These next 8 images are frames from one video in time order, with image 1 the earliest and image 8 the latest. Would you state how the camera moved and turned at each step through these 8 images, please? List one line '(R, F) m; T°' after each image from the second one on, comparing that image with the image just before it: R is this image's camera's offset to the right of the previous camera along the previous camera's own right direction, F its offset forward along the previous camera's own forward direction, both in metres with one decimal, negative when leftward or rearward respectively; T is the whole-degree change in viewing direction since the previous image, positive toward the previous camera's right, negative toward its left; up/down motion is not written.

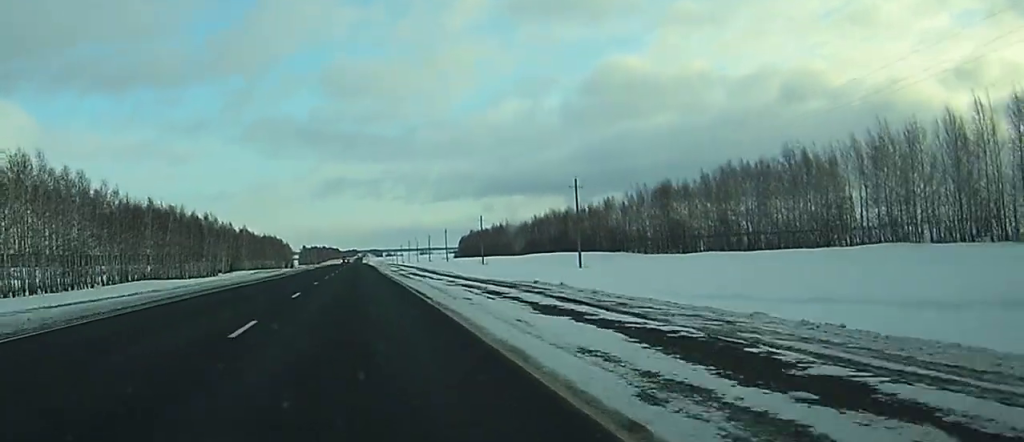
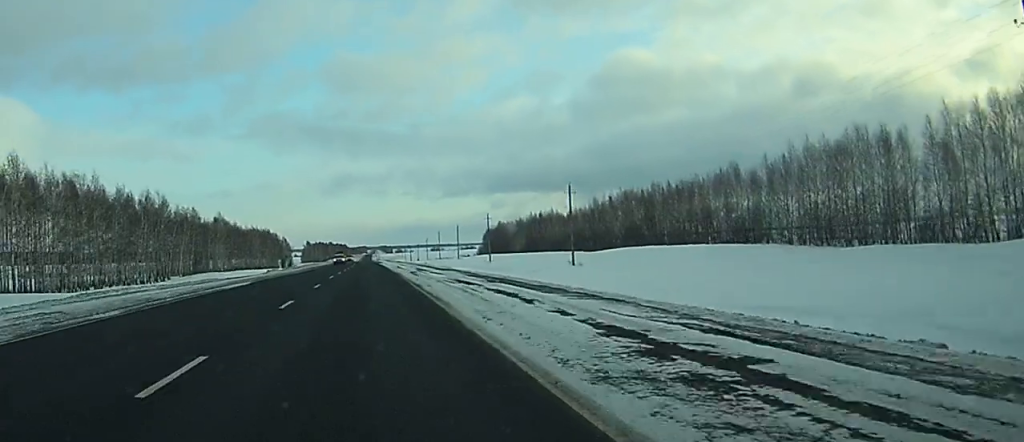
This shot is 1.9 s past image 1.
(0.0, +65.2) m; 0°
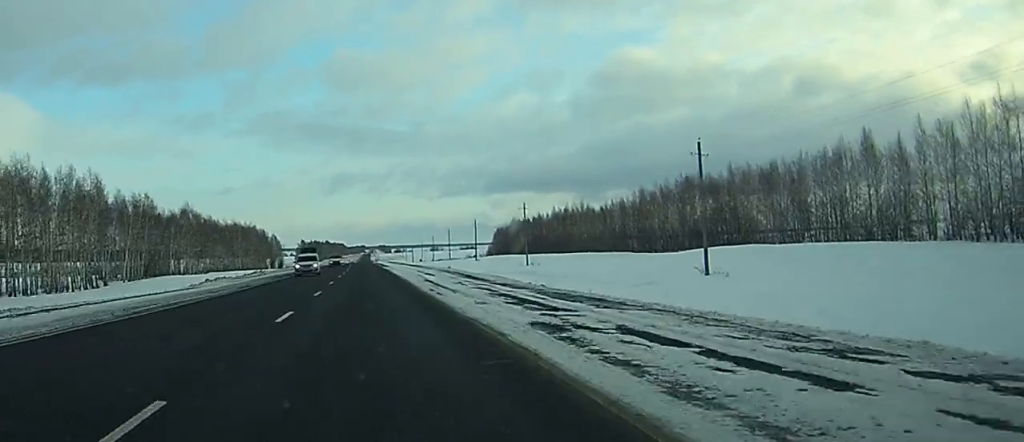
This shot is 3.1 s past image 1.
(-0.1, +39.3) m; 0°
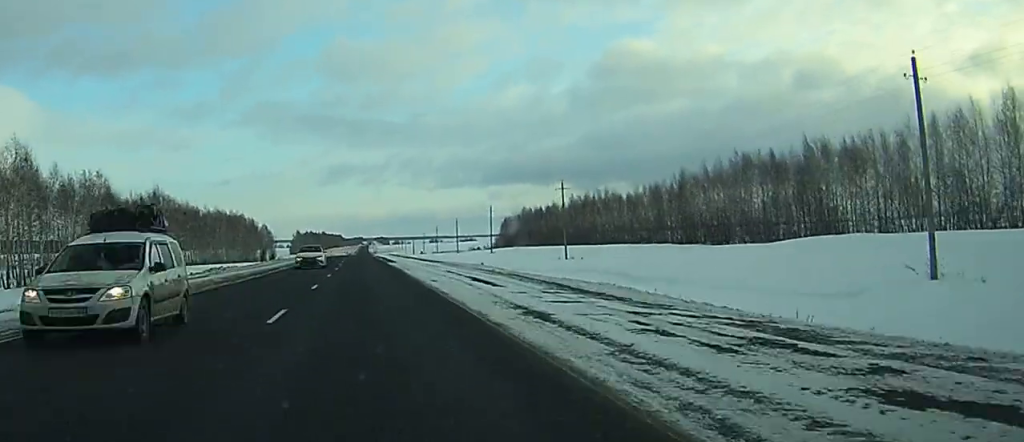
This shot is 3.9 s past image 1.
(0.0, +25.8) m; 0°
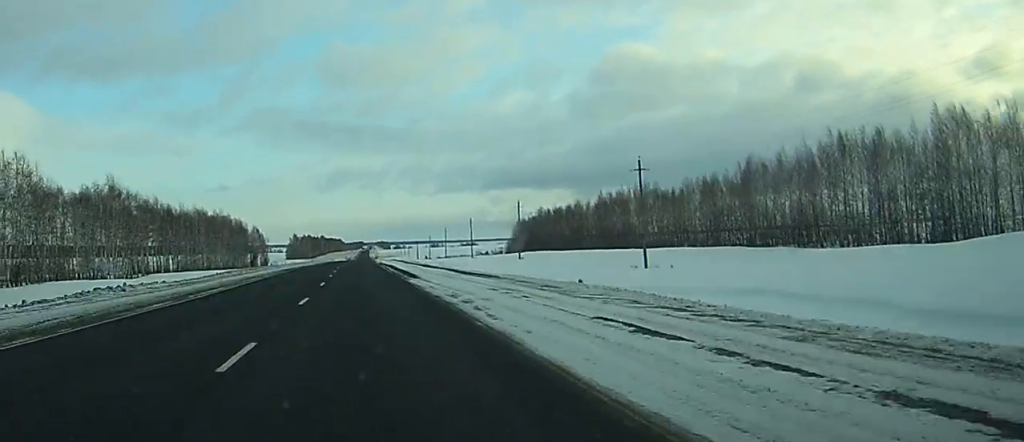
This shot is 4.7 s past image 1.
(0.0, +29.1) m; 0°
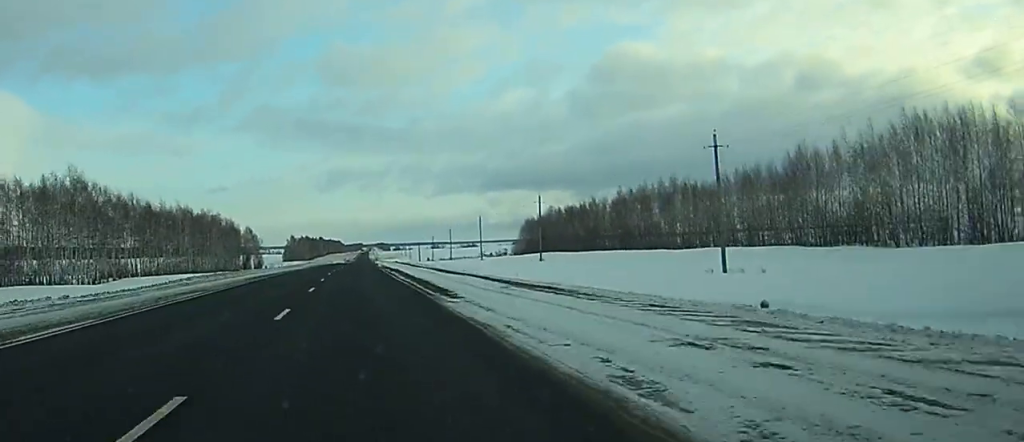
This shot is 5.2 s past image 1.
(0.0, +16.8) m; 0°
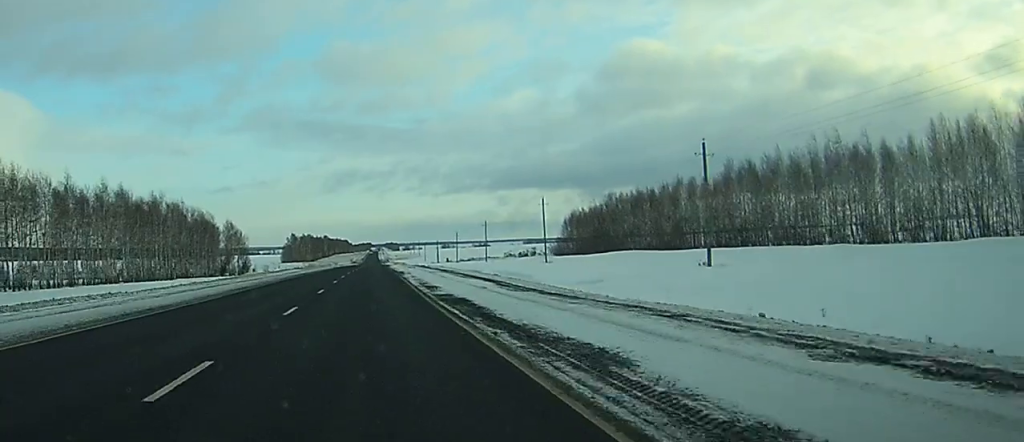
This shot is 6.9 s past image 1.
(-0.2, +56.9) m; 0°
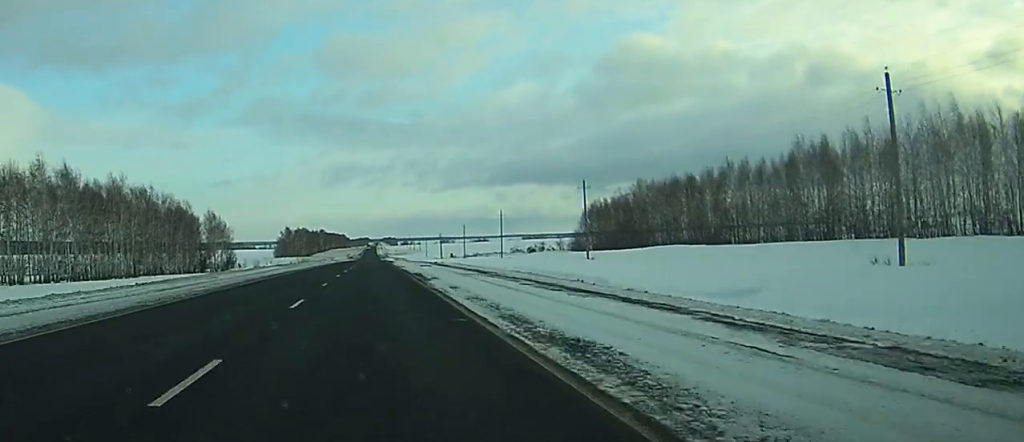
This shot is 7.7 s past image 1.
(-0.1, +24.5) m; 0°
